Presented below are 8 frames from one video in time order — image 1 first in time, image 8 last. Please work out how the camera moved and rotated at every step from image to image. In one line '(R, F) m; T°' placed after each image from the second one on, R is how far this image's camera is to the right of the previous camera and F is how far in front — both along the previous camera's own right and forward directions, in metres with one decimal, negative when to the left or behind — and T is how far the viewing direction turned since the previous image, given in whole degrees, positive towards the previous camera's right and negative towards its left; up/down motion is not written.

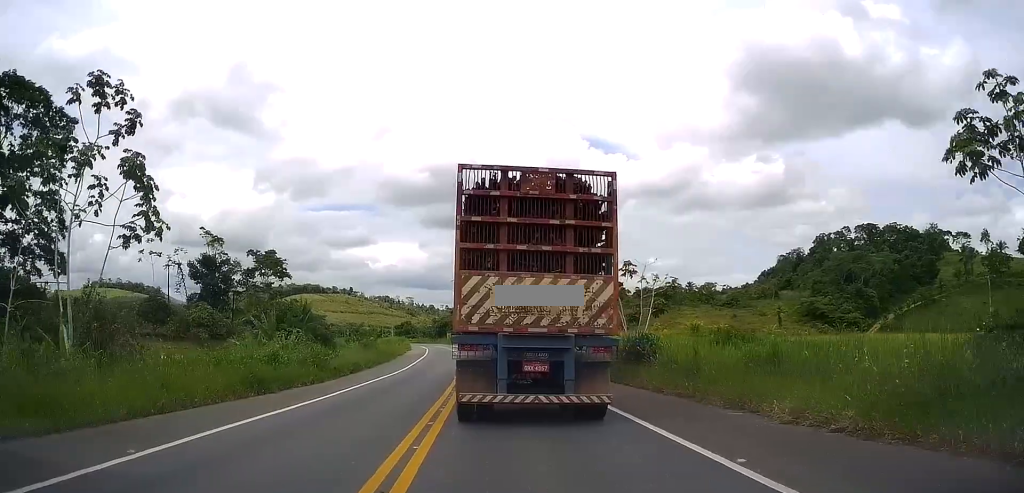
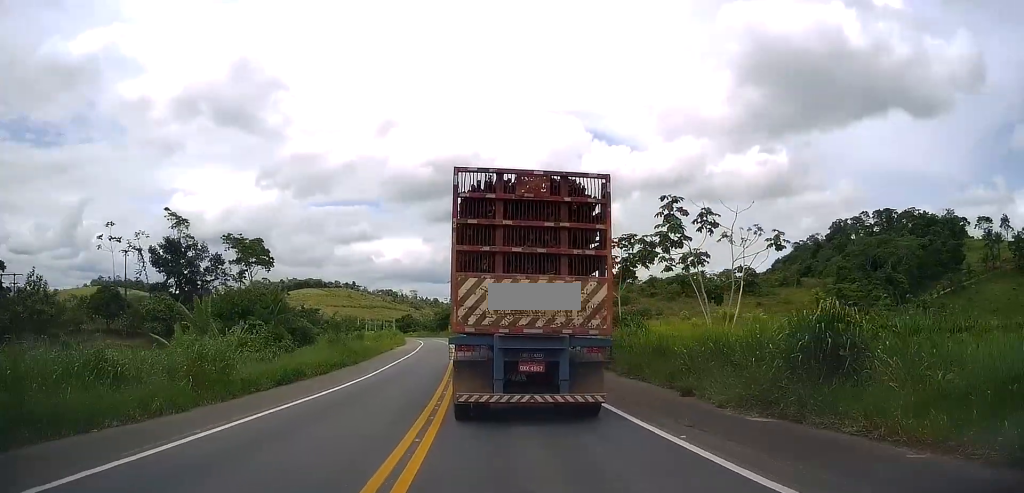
(+0.4, +12.8) m; 0°
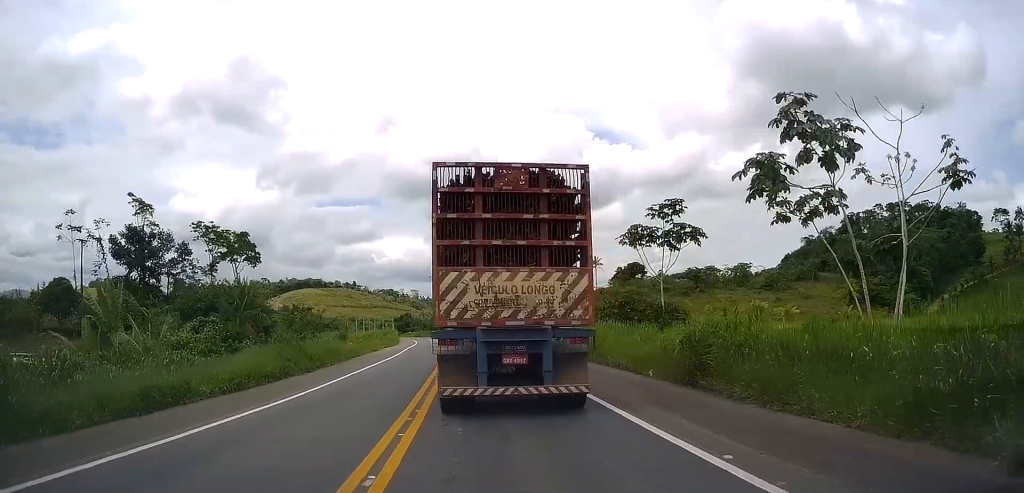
(-0.1, +10.0) m; -1°
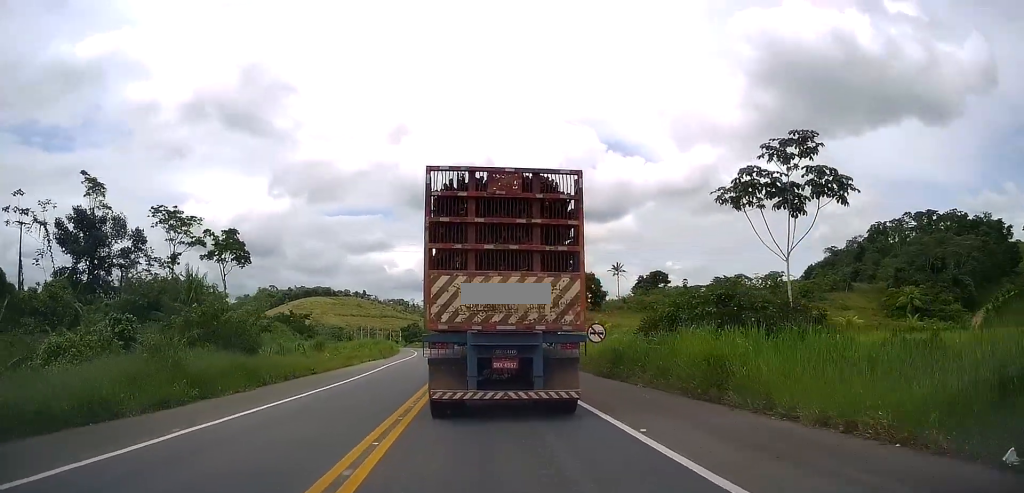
(-0.3, +13.0) m; -1°
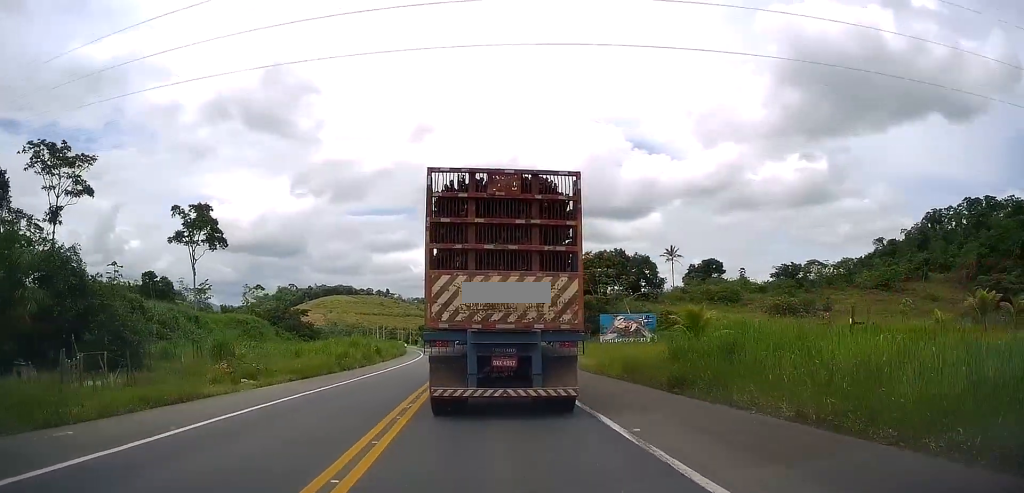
(-0.4, +24.5) m; -2°
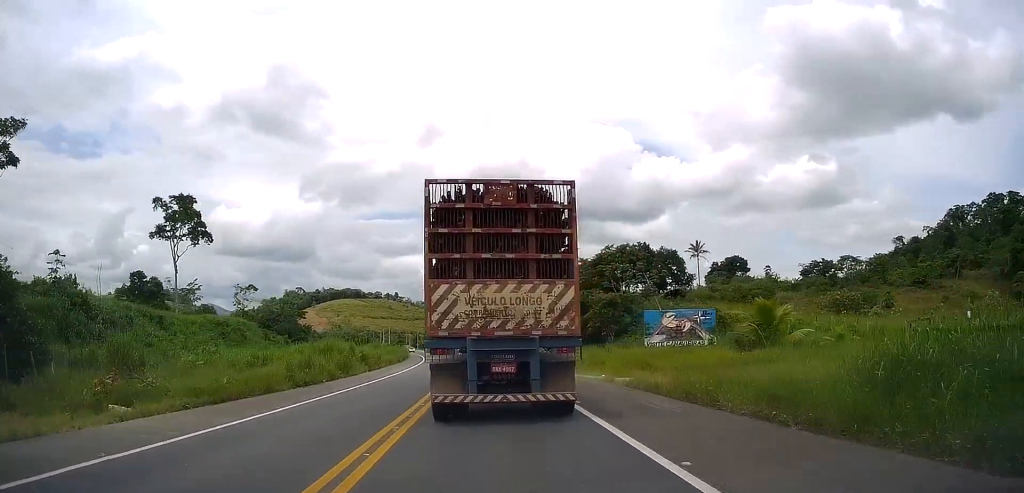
(-0.2, +10.0) m; -1°
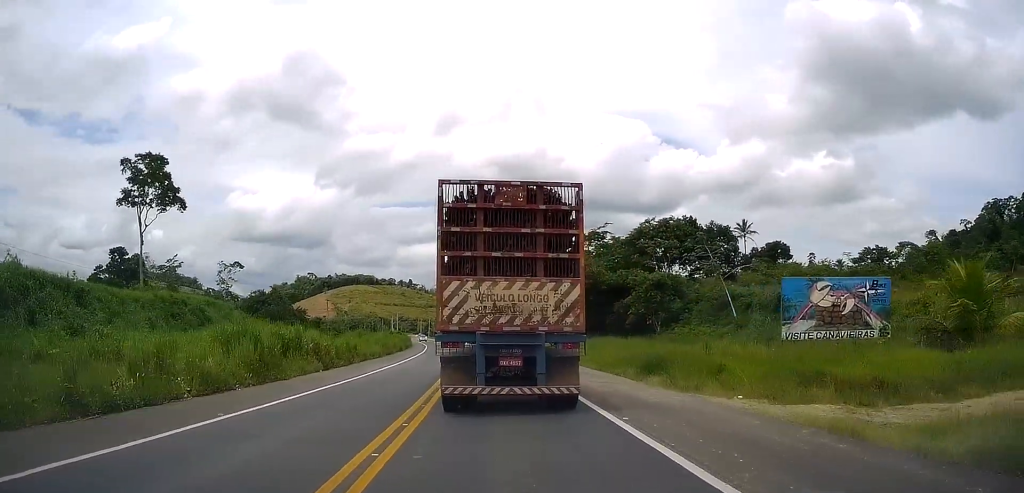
(0.0, +15.1) m; -1°
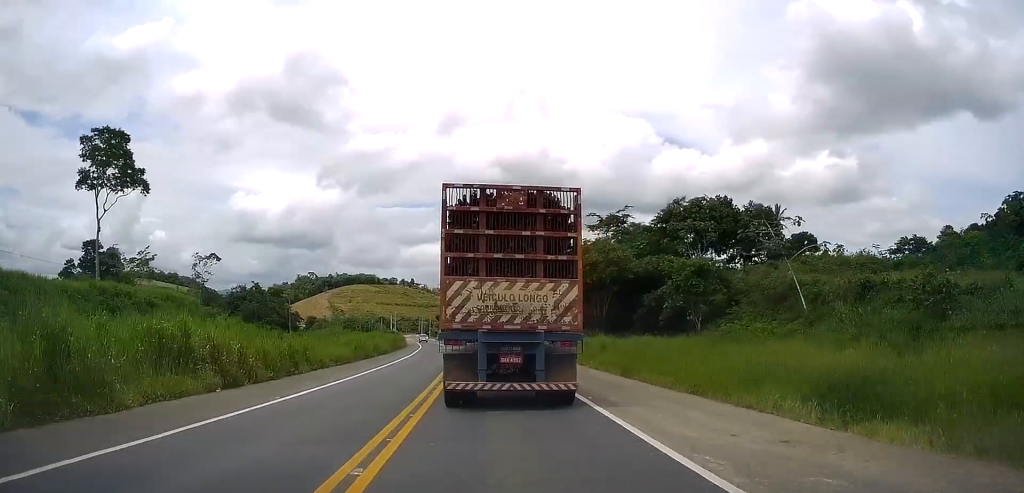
(-0.3, +11.5) m; -1°
